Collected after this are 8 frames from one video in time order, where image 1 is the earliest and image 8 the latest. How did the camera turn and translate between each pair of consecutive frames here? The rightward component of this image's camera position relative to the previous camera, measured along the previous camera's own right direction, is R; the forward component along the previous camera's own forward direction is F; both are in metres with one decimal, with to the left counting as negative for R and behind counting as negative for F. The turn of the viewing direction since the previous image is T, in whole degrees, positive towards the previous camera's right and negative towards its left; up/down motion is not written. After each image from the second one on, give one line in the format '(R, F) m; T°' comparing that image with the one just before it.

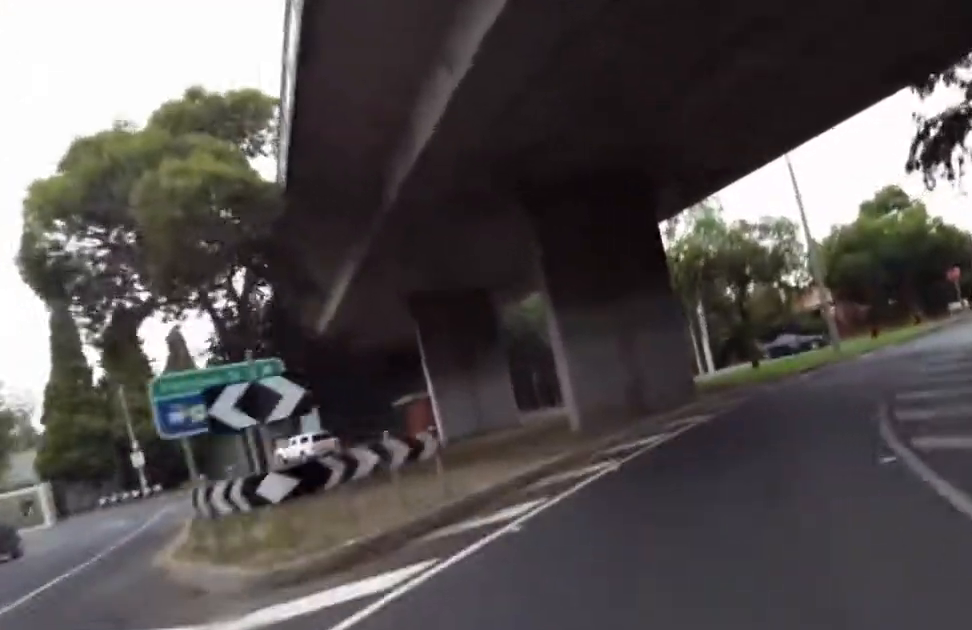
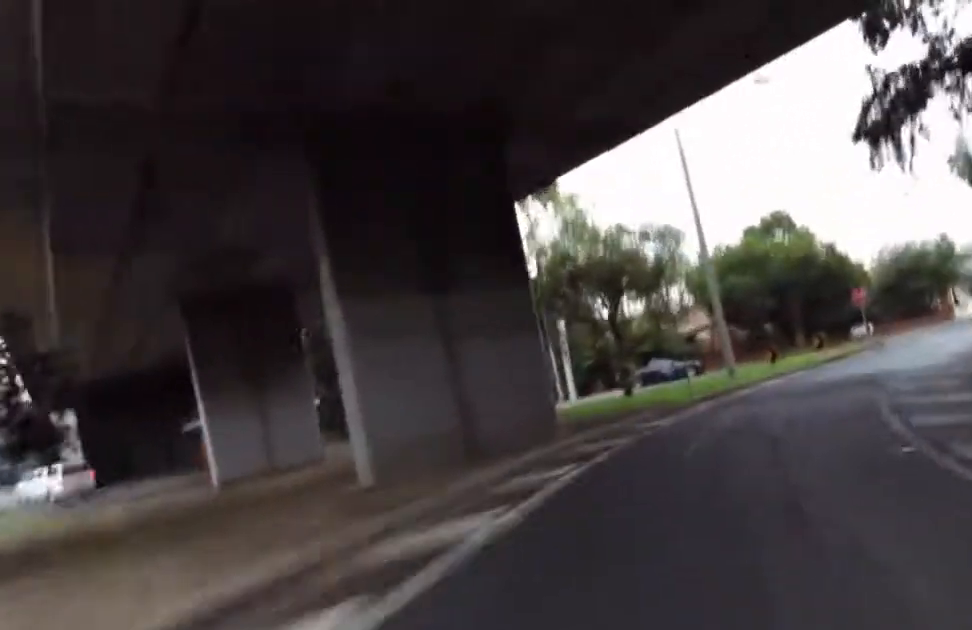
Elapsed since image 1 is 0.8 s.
(+0.6, +6.7) m; +8°
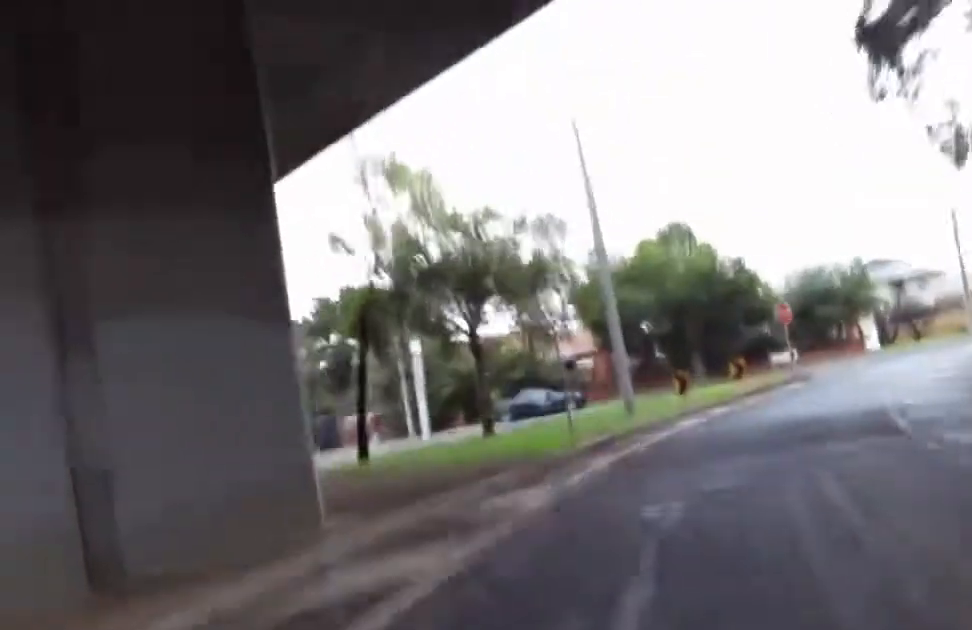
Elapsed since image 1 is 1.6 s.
(+0.4, +6.9) m; +7°
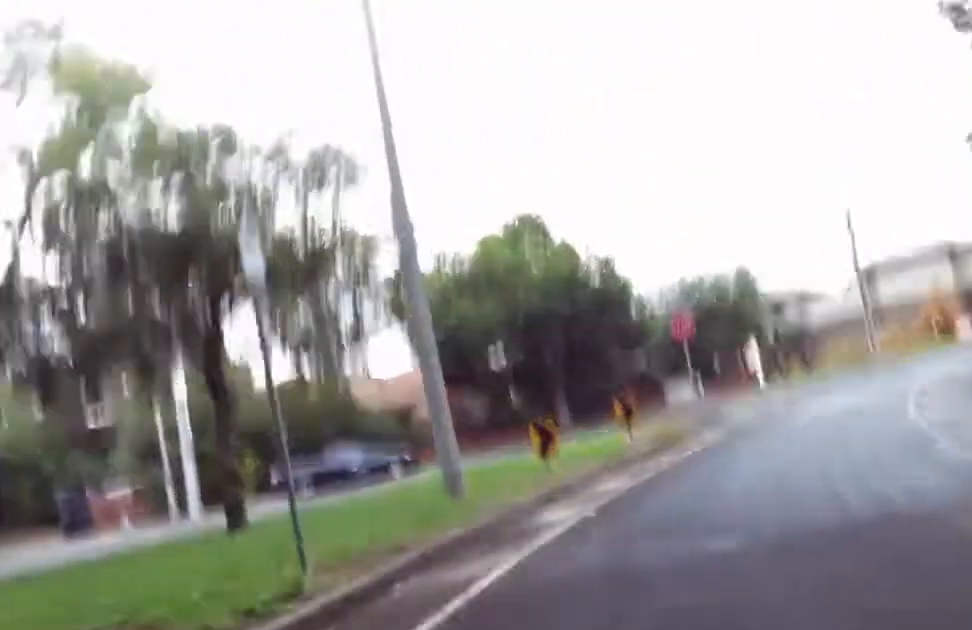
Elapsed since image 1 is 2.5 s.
(+0.3, +7.6) m; +13°
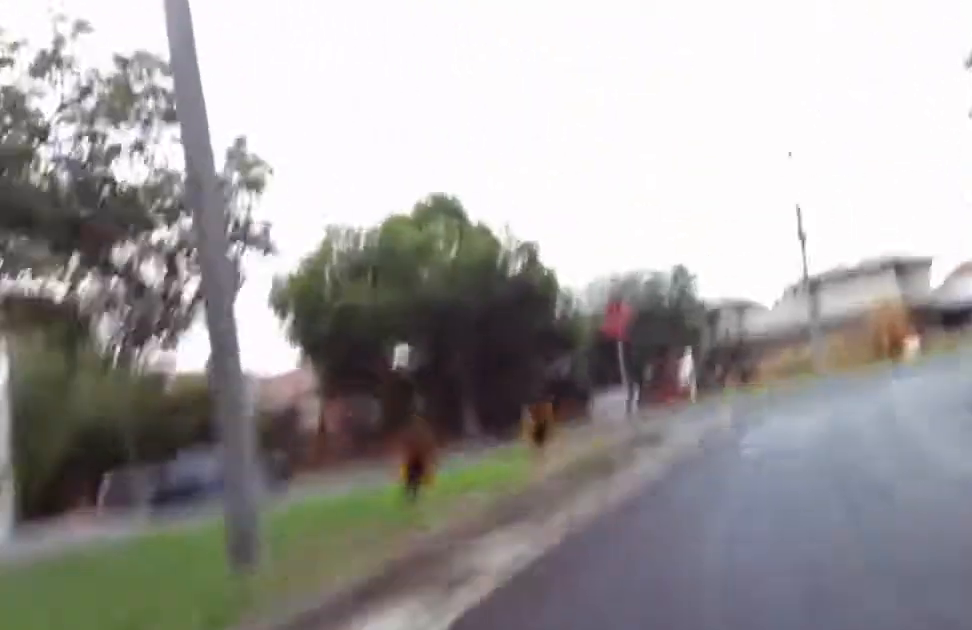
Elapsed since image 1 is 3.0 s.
(+0.4, +3.9) m; +13°
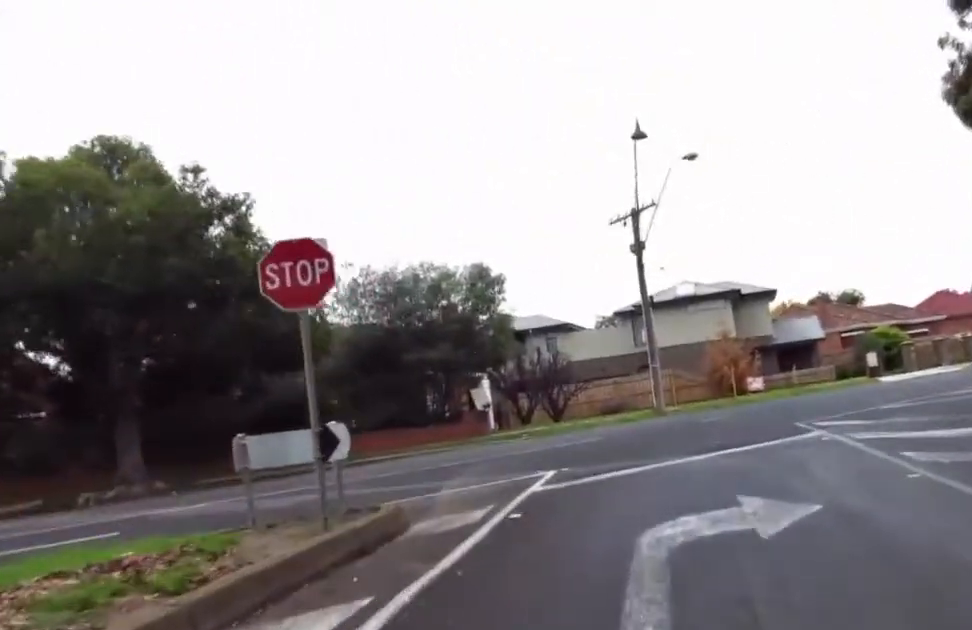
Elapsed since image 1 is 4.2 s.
(+2.3, +7.8) m; +16°
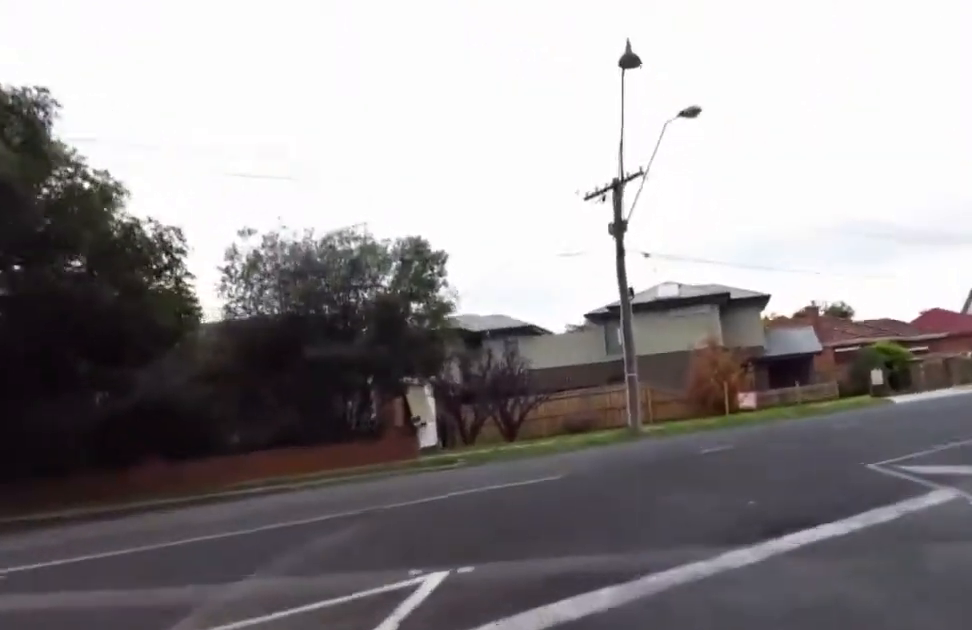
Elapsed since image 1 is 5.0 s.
(-0.4, +5.6) m; -4°
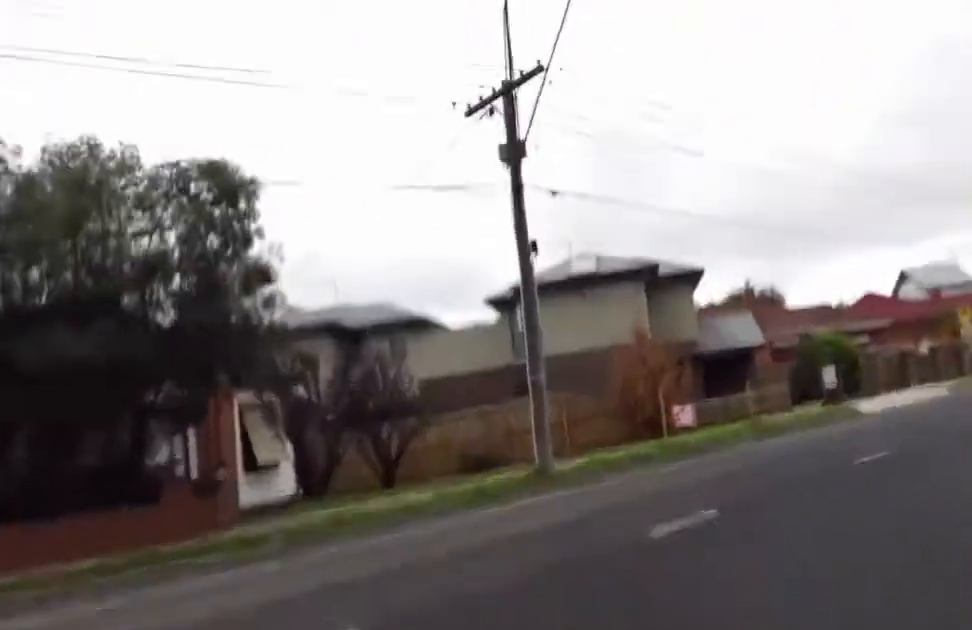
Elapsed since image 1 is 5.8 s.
(-0.4, +6.1) m; +4°
